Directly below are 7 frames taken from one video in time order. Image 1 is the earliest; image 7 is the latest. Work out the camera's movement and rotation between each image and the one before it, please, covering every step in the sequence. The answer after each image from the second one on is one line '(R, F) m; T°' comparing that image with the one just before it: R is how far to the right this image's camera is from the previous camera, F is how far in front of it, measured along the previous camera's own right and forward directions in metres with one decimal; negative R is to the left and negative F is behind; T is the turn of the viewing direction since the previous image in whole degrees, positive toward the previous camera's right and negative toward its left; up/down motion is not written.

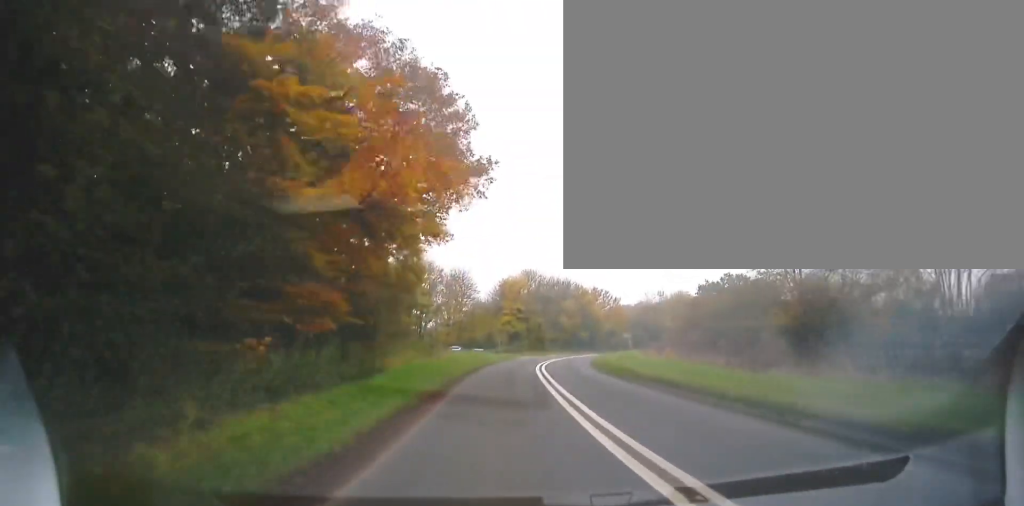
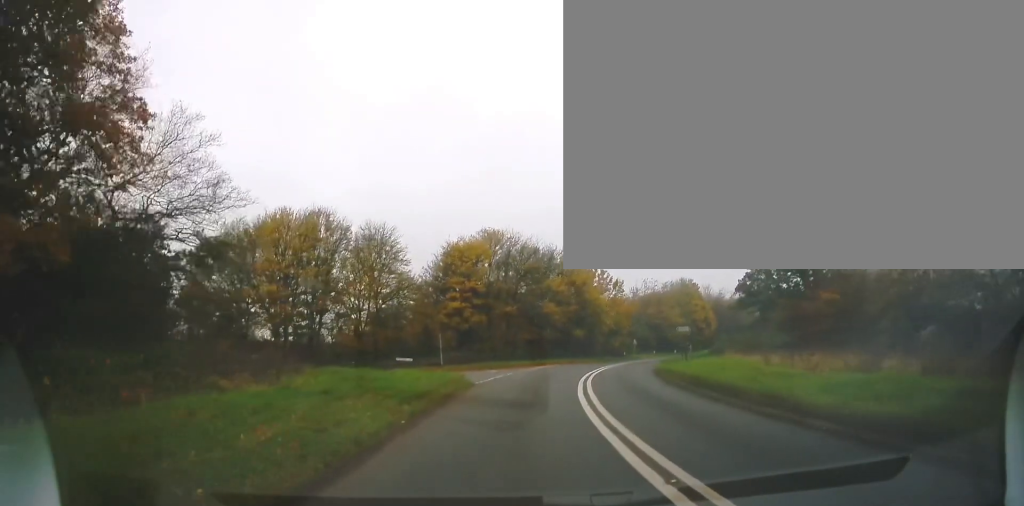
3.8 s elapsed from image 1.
(+2.5, +35.5) m; +5°
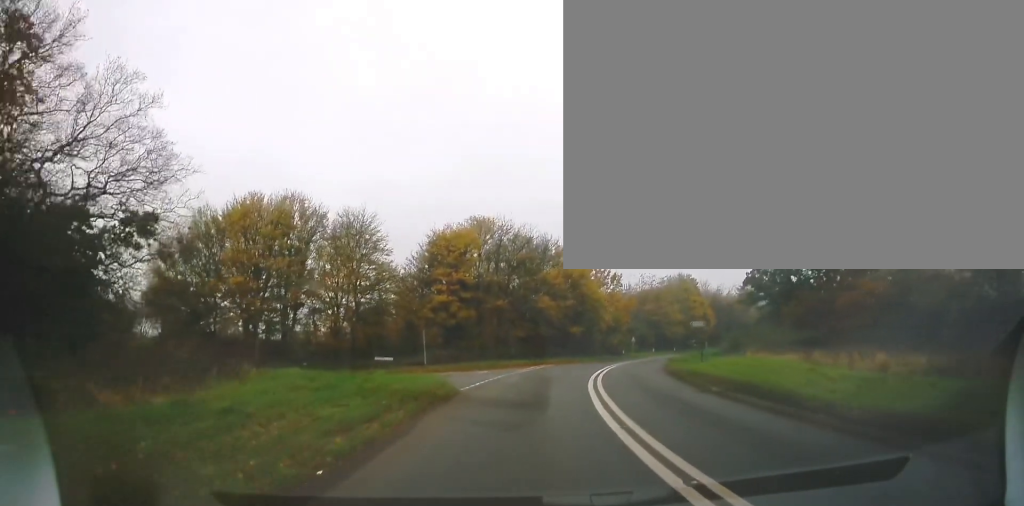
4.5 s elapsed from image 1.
(+0.2, +4.7) m; +2°
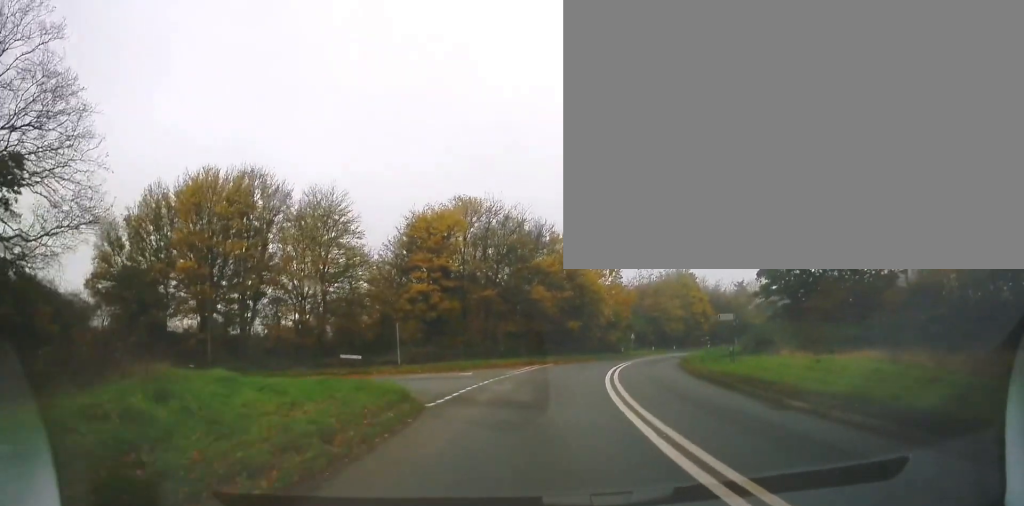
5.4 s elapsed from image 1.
(+0.2, +6.0) m; +2°
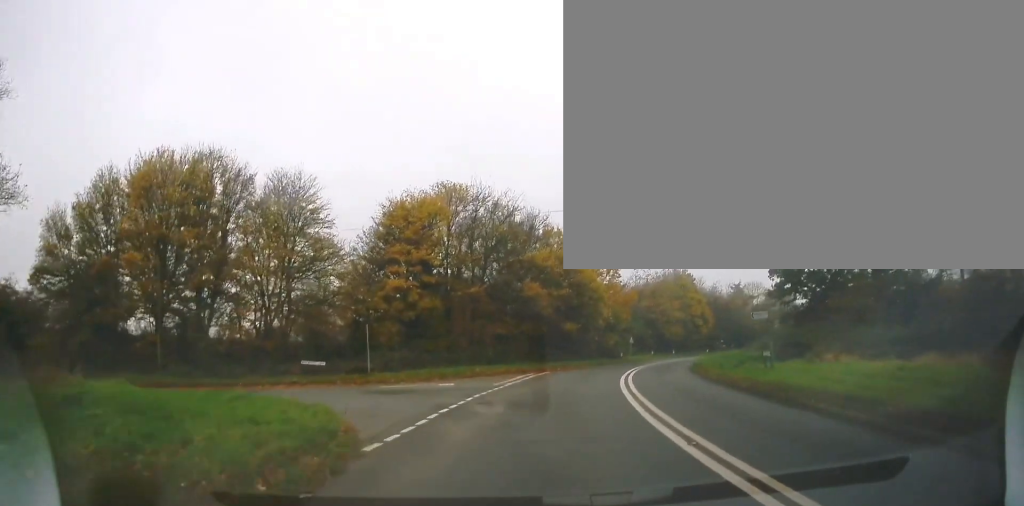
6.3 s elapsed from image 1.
(0.0, +5.1) m; -1°
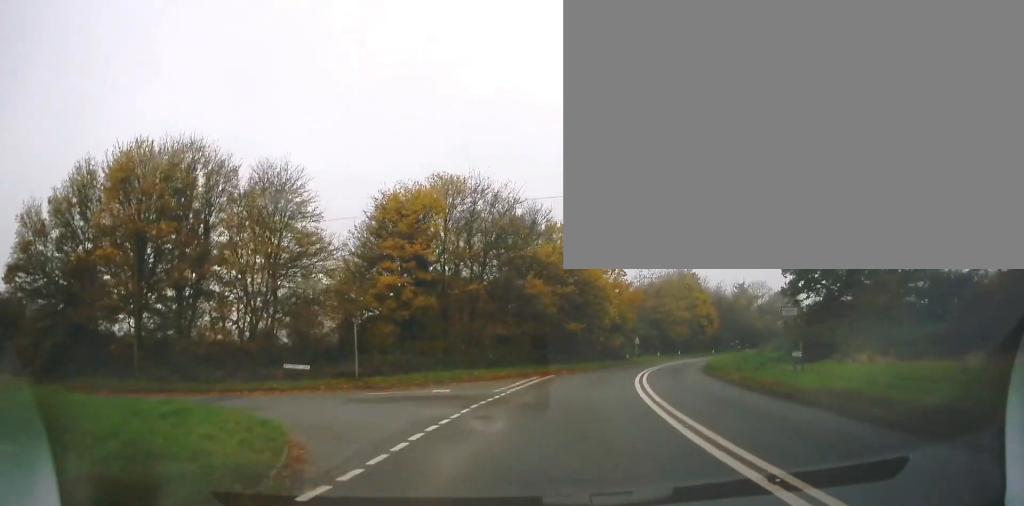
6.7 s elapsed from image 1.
(0.0, +2.5) m; -1°
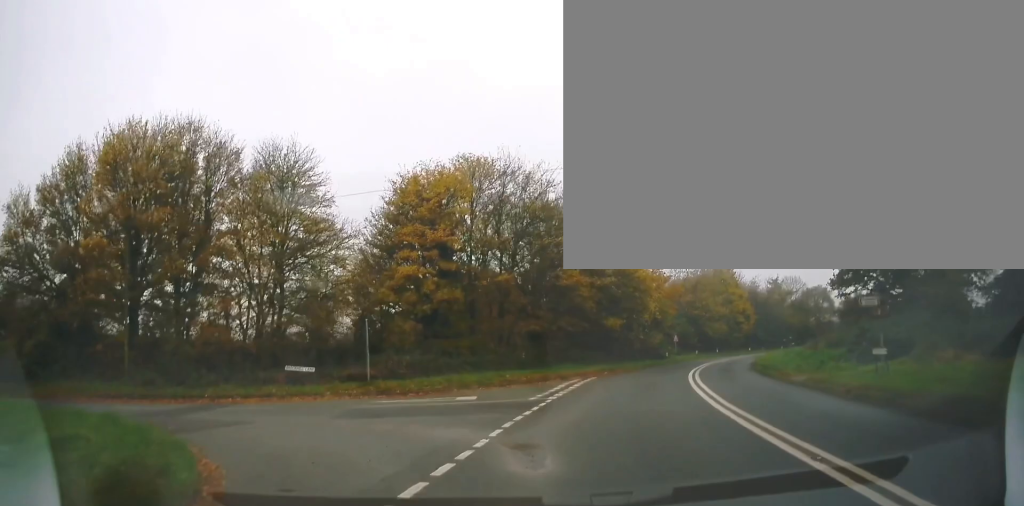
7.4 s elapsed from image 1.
(0.0, +3.5) m; -1°
